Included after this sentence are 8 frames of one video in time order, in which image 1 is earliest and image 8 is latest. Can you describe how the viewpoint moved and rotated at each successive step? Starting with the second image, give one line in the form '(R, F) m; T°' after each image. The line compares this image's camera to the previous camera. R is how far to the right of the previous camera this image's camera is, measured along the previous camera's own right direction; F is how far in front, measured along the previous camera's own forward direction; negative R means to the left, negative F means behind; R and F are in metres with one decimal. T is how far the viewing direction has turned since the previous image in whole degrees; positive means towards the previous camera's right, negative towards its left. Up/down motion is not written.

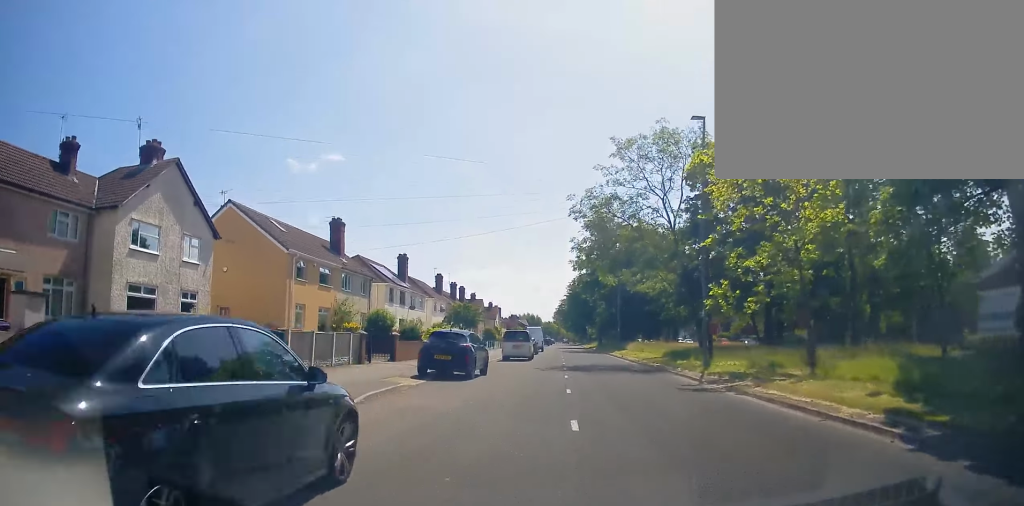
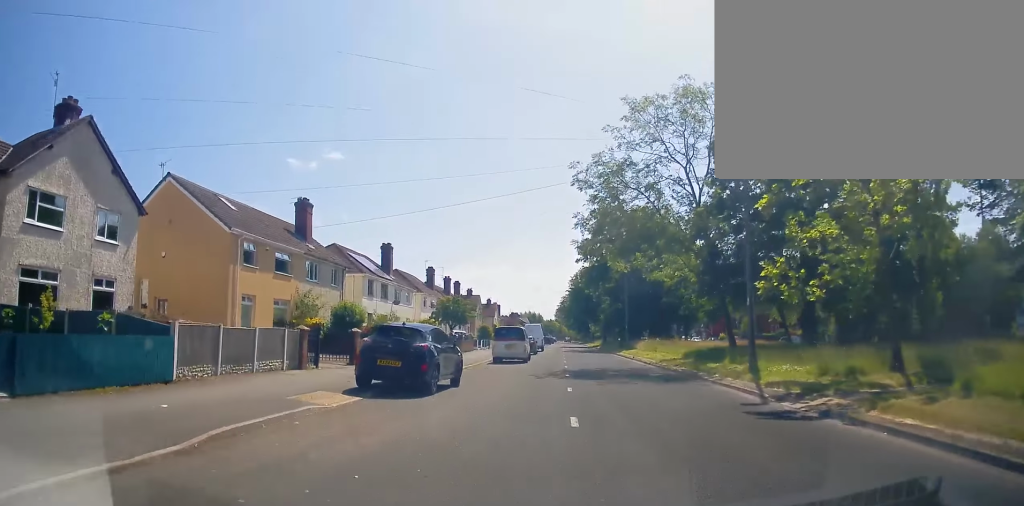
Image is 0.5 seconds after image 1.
(+0.2, +6.0) m; +1°
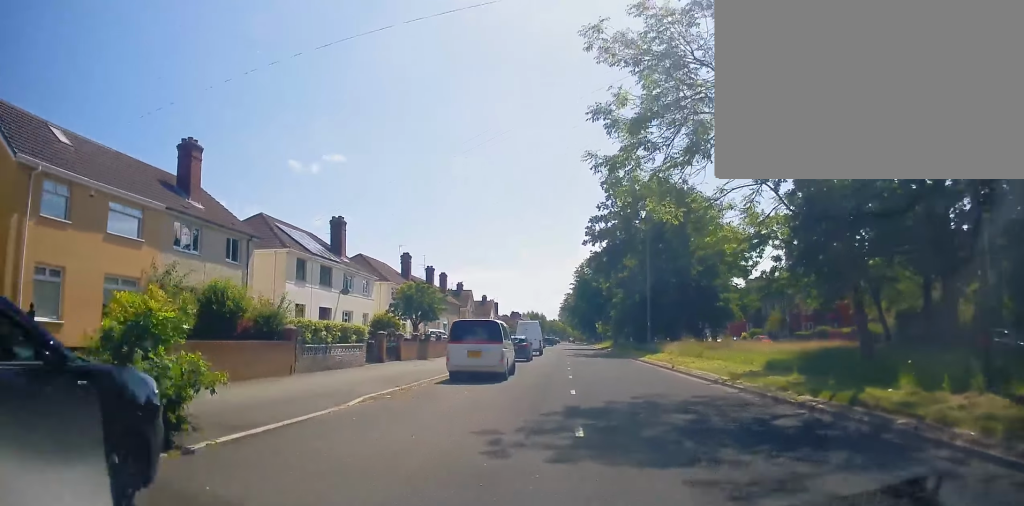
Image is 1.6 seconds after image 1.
(-0.3, +12.7) m; -3°
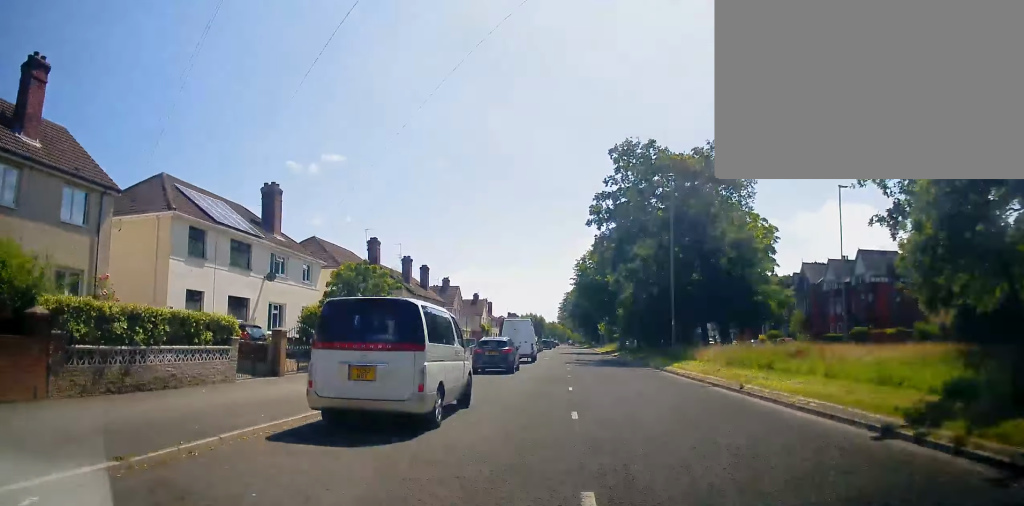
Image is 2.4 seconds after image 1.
(-0.2, +9.9) m; -1°
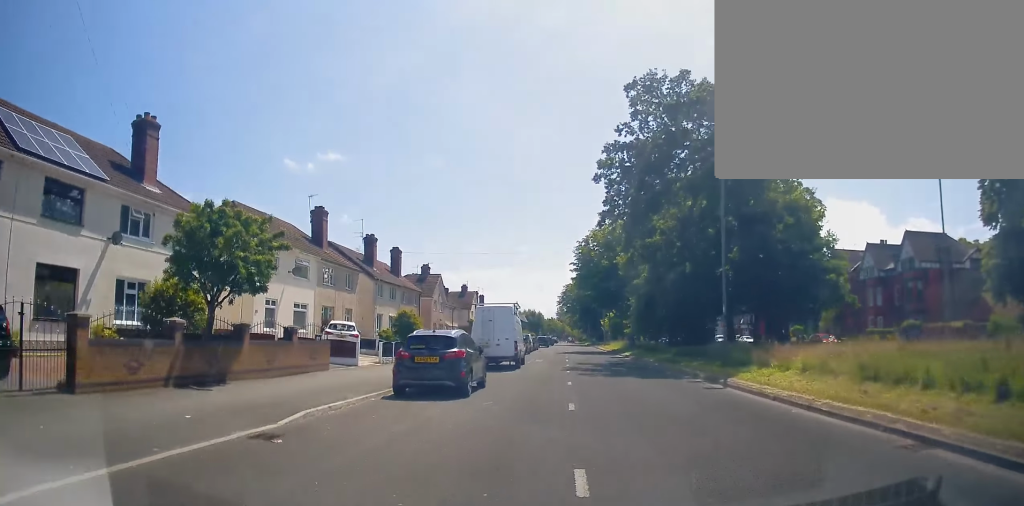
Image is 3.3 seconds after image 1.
(0.0, +11.1) m; 0°
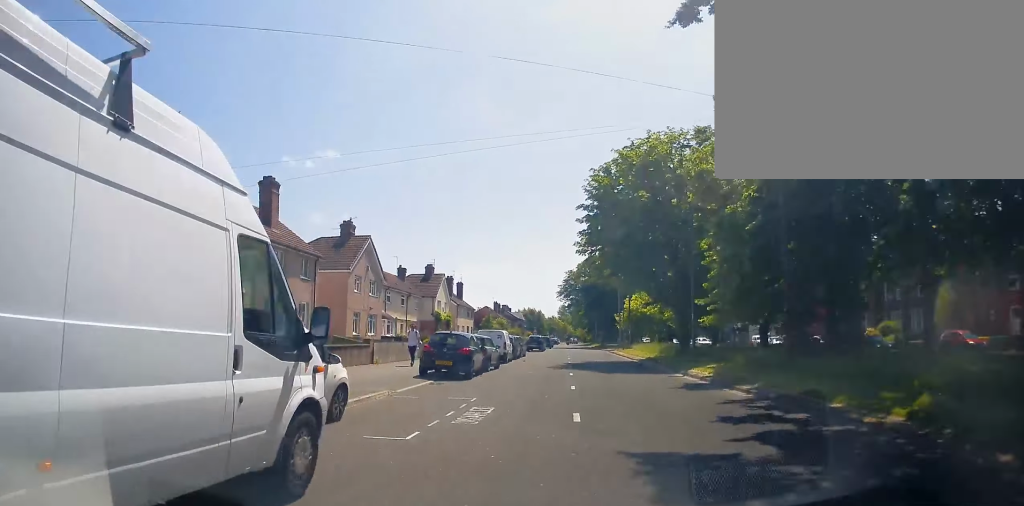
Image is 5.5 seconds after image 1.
(+0.4, +25.3) m; +1°
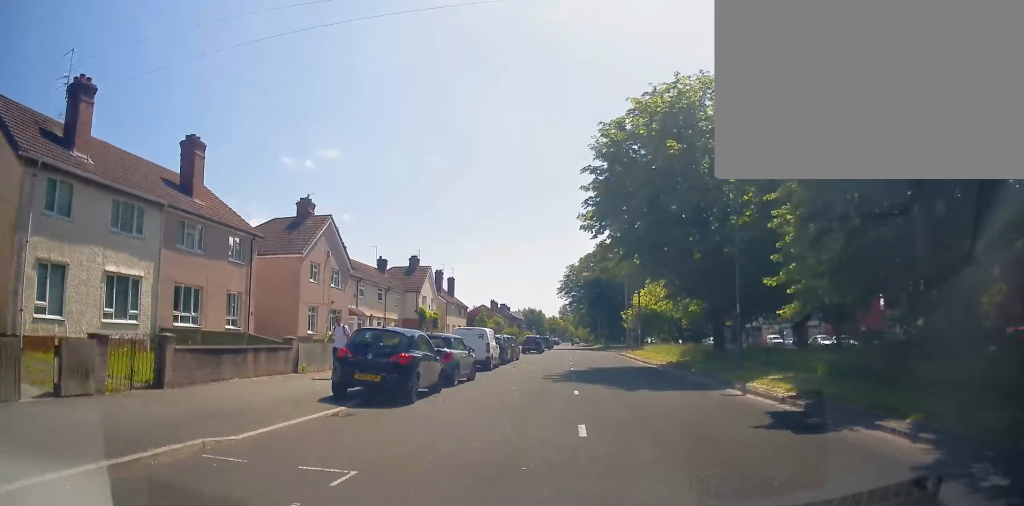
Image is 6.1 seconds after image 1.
(-0.1, +7.5) m; -1°
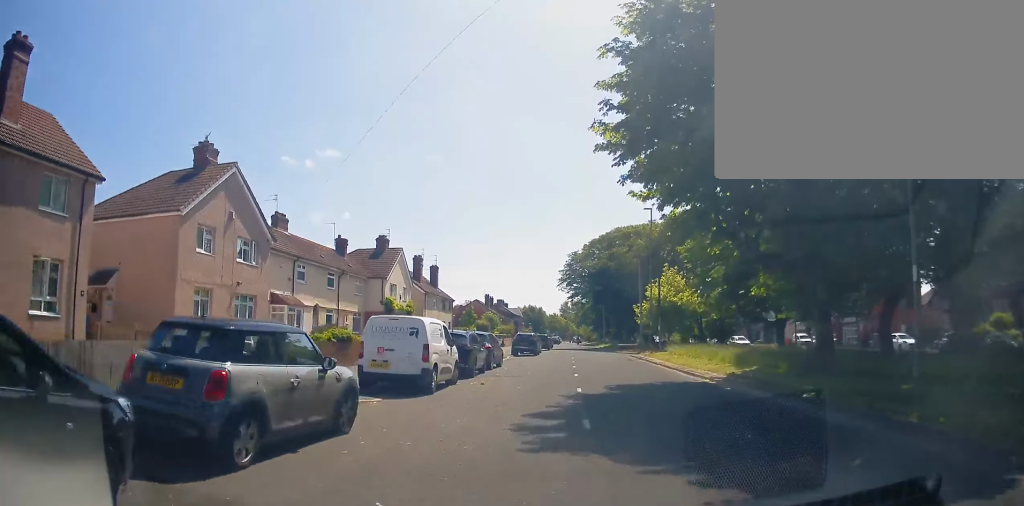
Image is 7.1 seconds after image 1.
(-0.1, +11.4) m; 0°
